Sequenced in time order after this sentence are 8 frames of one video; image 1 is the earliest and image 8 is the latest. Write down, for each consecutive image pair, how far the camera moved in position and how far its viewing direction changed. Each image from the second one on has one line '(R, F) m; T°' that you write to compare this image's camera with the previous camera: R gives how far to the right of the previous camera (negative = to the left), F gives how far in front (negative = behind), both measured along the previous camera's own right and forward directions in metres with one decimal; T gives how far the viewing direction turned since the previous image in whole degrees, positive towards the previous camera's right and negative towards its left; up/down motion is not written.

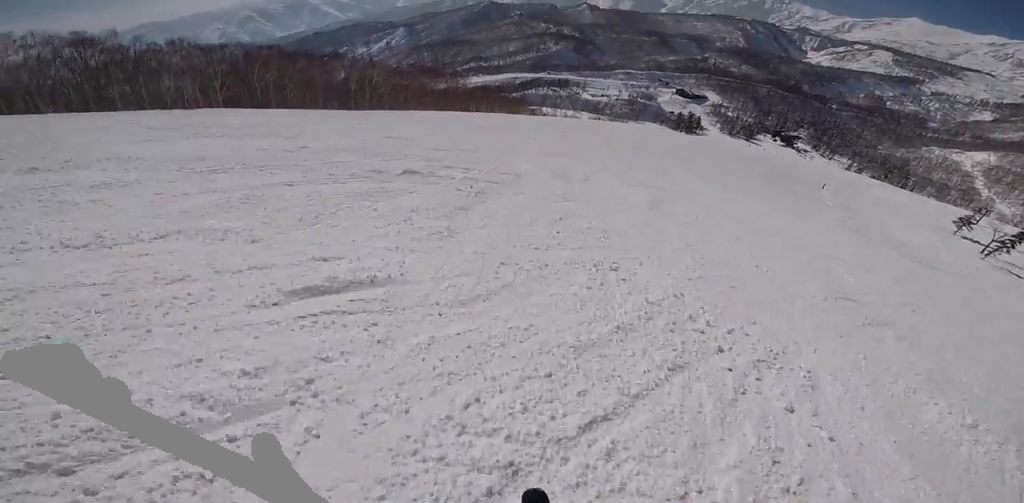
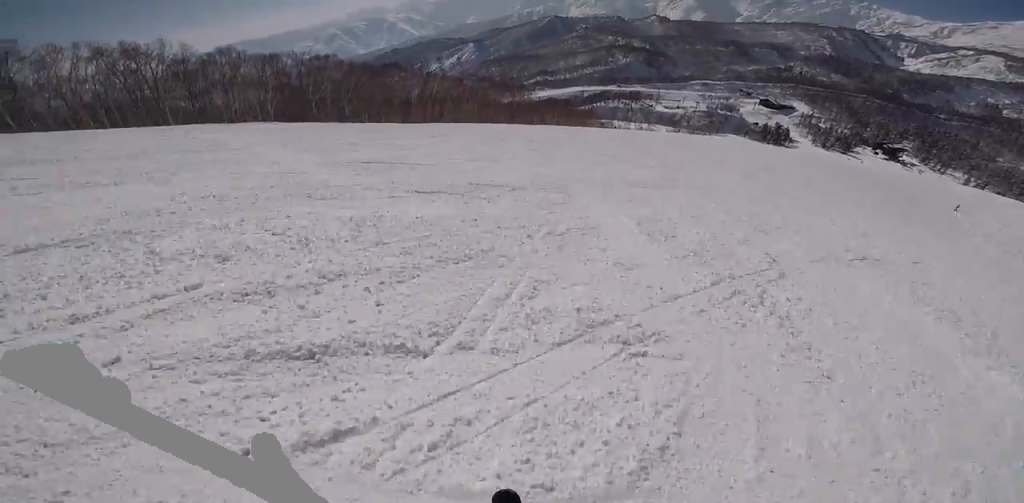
(-0.4, +9.0) m; +7°
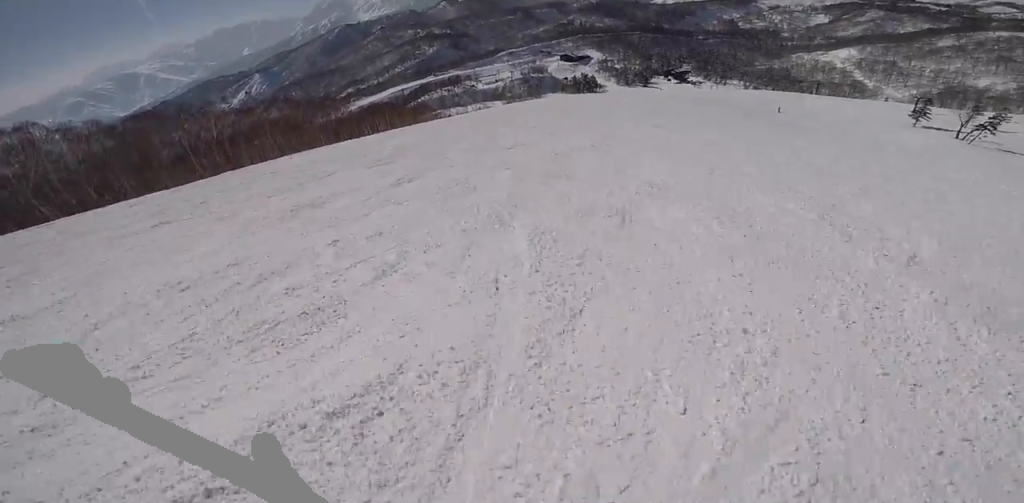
(+2.4, +11.2) m; +24°
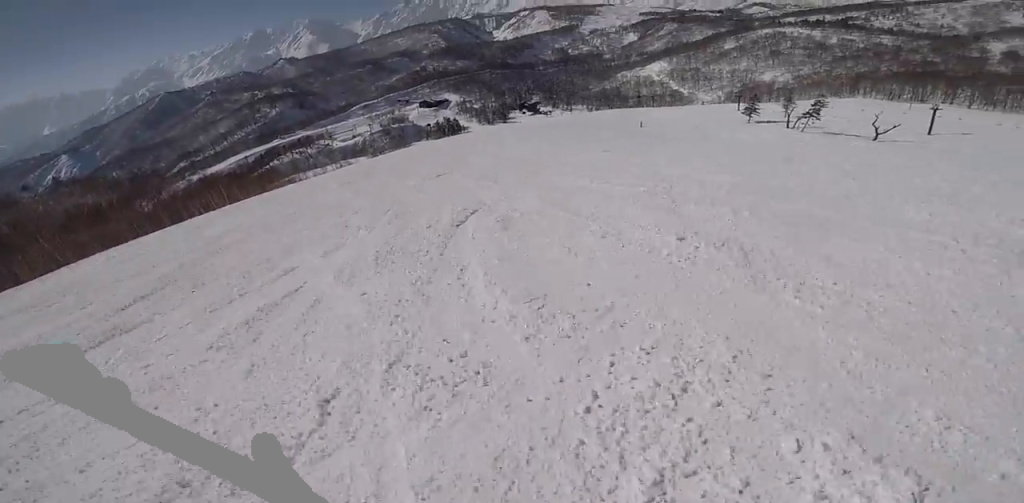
(+1.8, +10.2) m; +18°
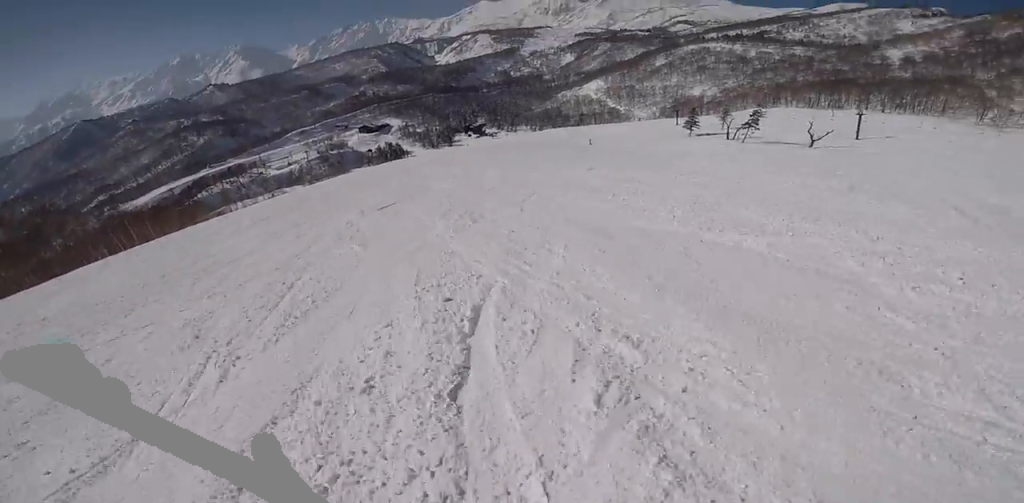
(+0.7, +5.0) m; +4°
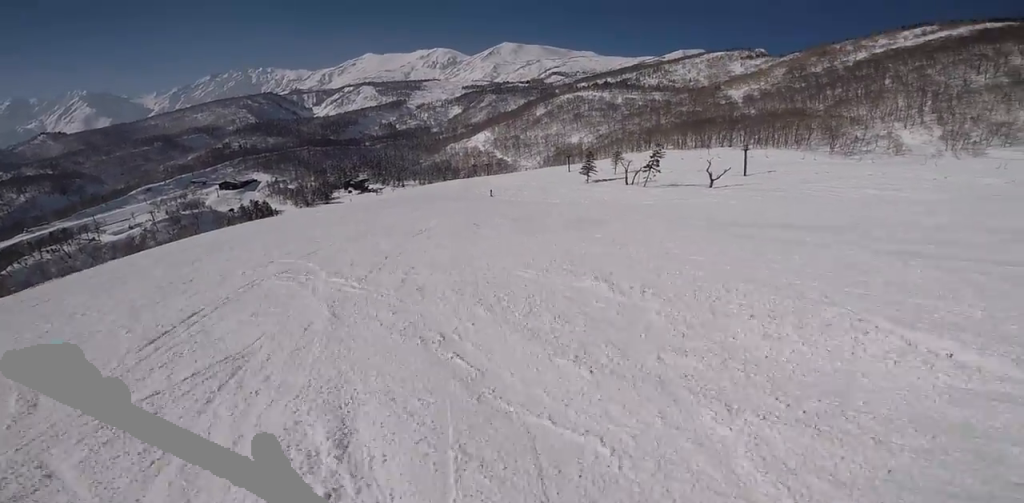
(+1.2, +16.9) m; +2°
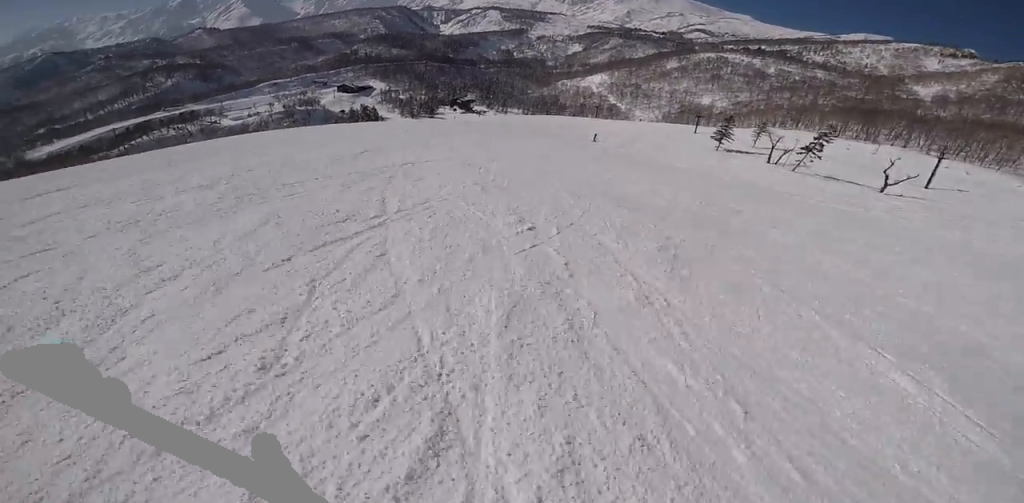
(-0.7, +11.8) m; -16°
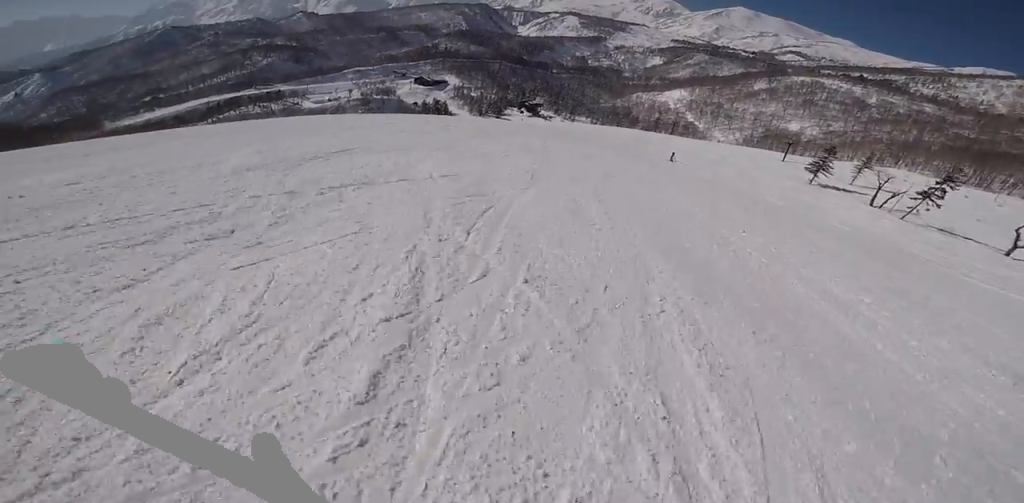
(-1.7, +6.6) m; -4°
